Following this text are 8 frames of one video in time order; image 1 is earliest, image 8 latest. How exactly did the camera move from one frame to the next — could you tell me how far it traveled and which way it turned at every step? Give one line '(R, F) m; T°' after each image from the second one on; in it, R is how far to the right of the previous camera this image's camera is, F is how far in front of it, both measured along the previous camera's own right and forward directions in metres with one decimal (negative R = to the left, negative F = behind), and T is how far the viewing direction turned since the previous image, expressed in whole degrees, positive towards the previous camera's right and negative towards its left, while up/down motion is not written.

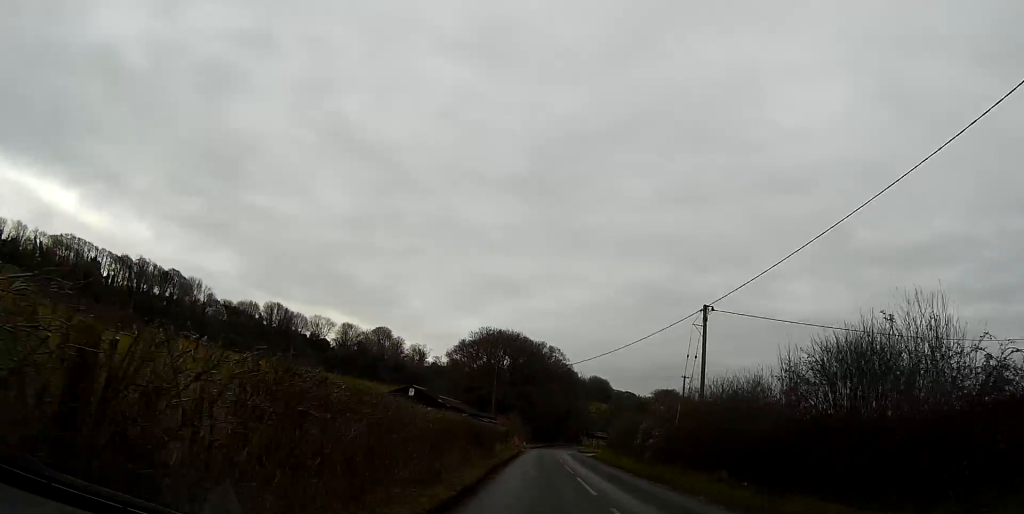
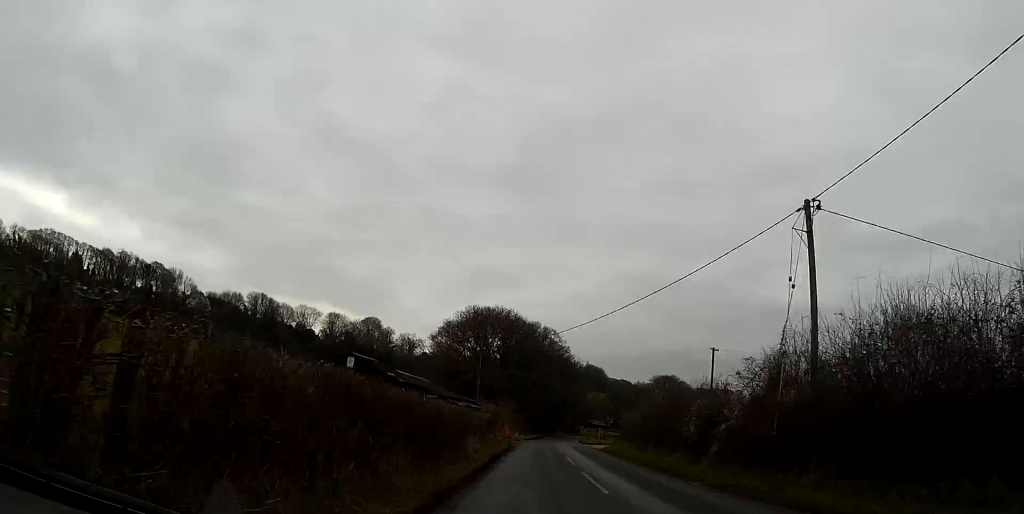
(+0.1, +11.6) m; +1°
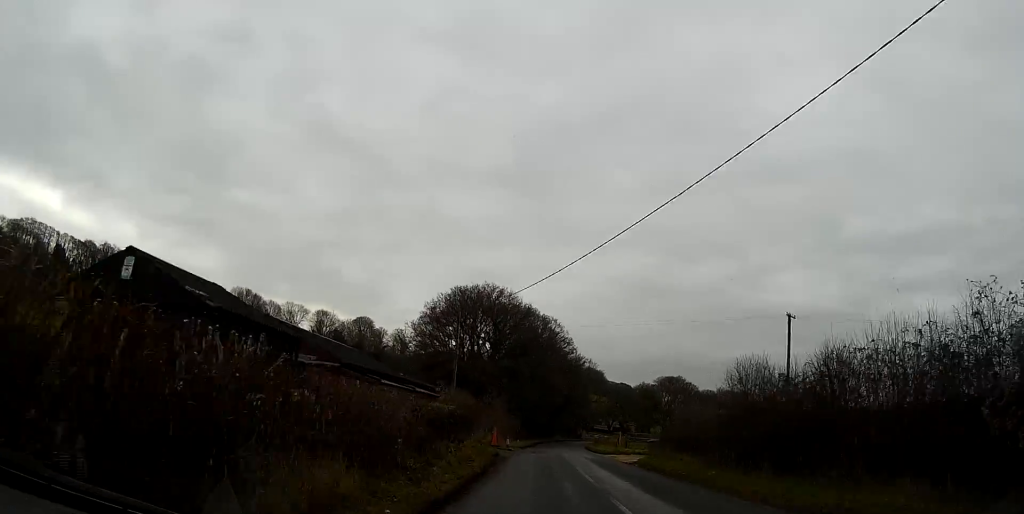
(+0.1, +14.6) m; 0°
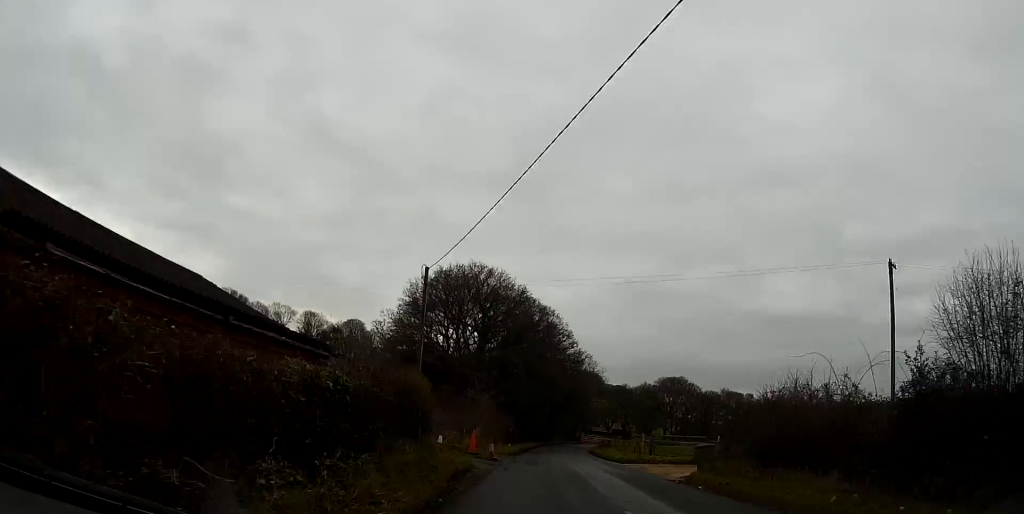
(+0.1, +10.9) m; 0°
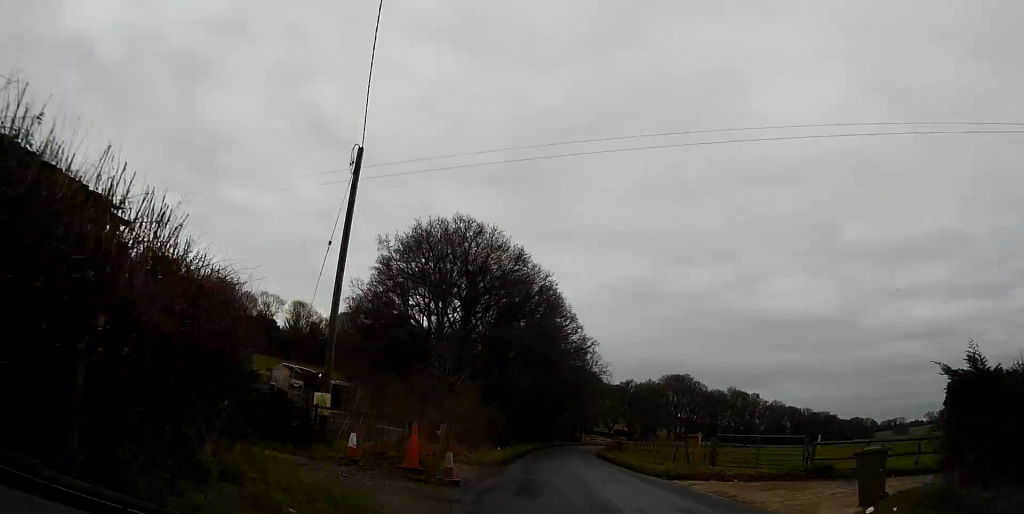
(-0.2, +12.0) m; 0°
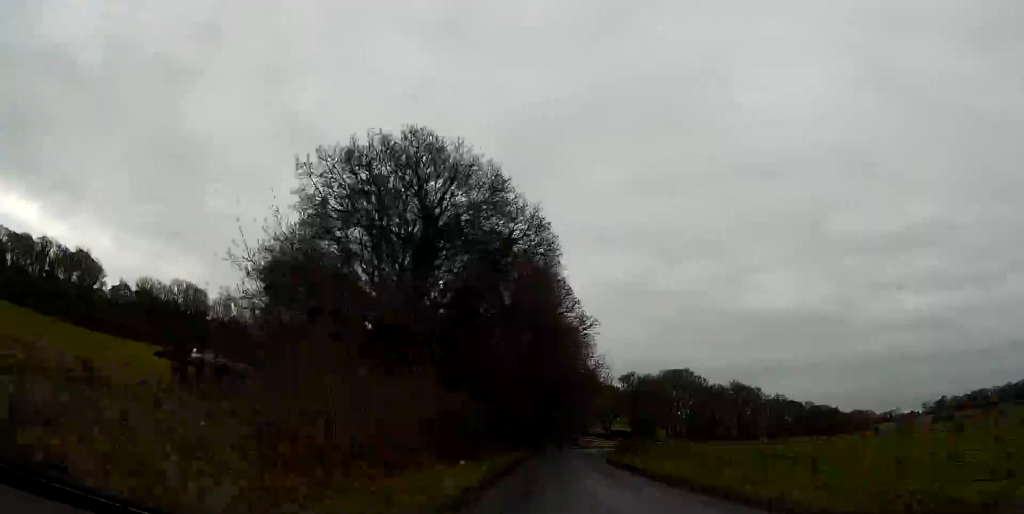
(+0.1, +15.0) m; +1°
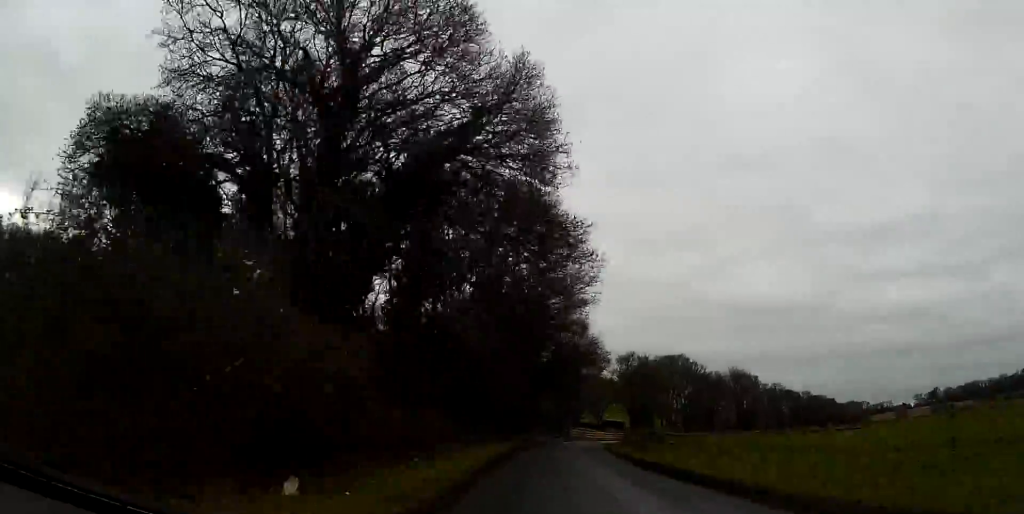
(+0.2, +13.7) m; +2°
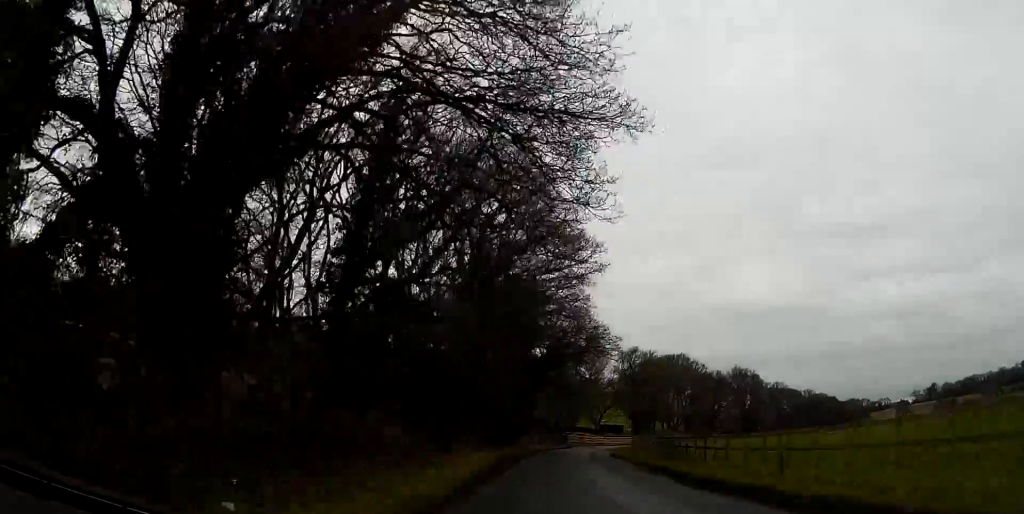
(+0.1, +8.4) m; +1°
